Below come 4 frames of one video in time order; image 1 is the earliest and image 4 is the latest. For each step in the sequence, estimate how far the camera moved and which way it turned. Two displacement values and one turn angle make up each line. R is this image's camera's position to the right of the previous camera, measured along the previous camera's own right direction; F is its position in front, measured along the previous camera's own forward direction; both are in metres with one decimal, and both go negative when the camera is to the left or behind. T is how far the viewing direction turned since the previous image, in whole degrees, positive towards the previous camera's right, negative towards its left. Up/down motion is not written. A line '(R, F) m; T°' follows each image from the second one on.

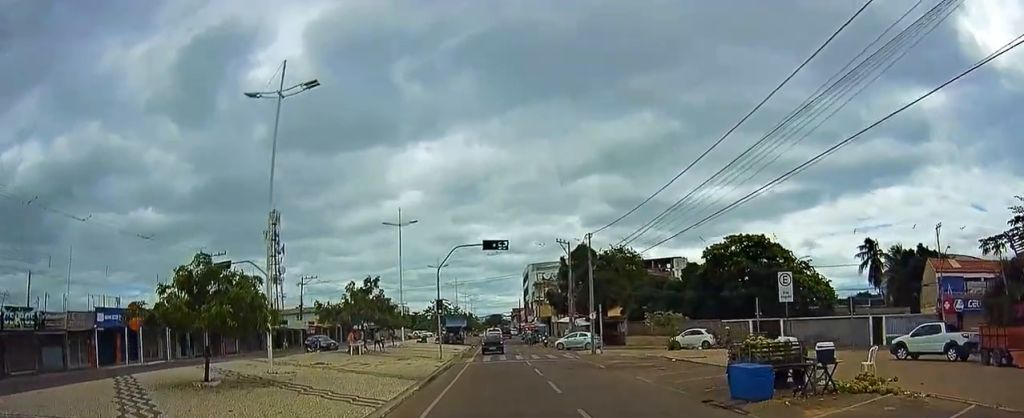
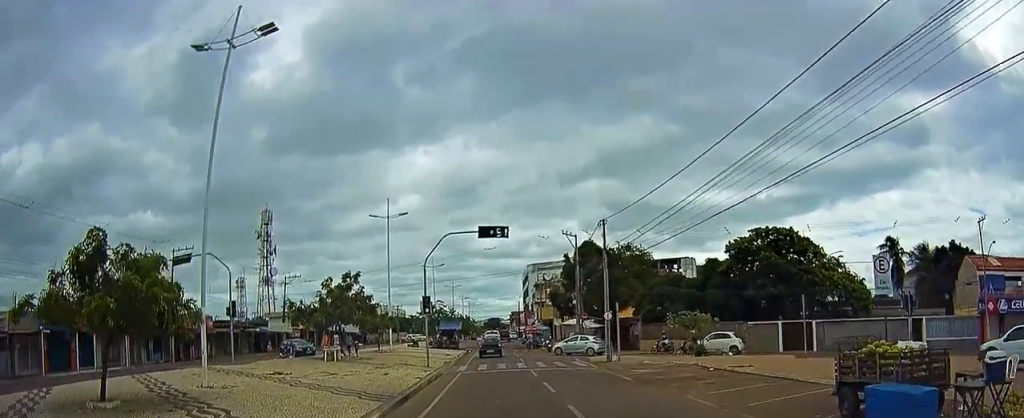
(0.0, +5.3) m; -2°
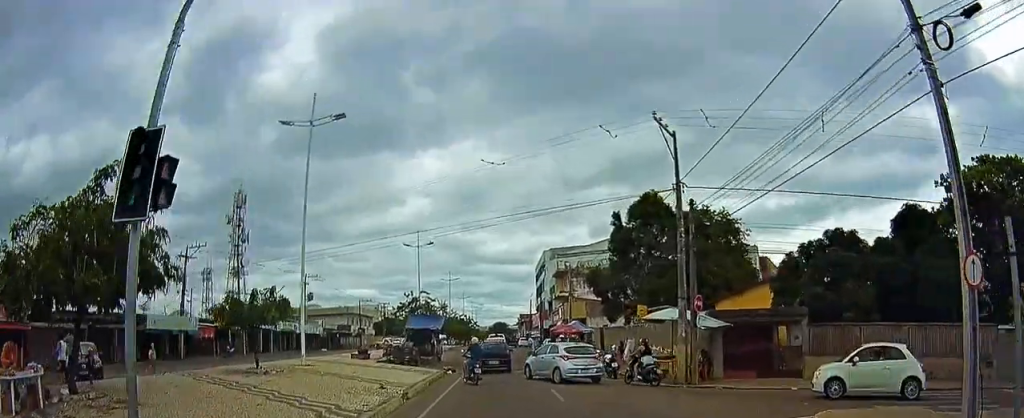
(+0.4, +24.9) m; +3°
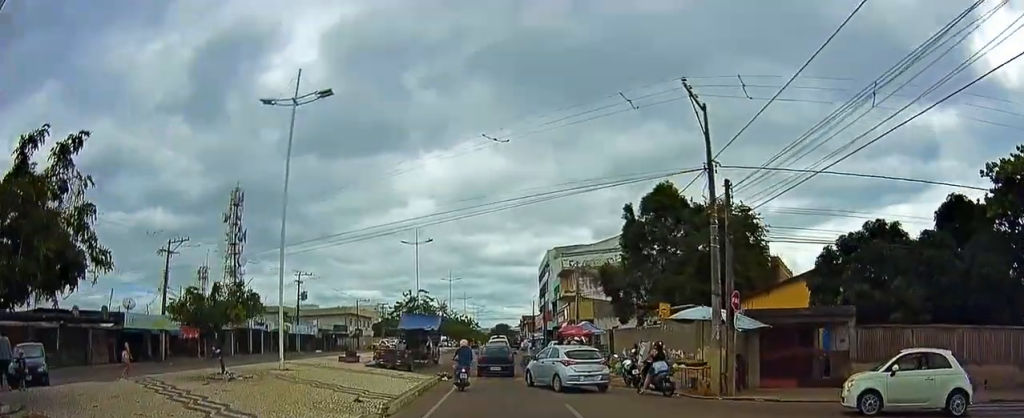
(+0.3, +3.7) m; +2°
